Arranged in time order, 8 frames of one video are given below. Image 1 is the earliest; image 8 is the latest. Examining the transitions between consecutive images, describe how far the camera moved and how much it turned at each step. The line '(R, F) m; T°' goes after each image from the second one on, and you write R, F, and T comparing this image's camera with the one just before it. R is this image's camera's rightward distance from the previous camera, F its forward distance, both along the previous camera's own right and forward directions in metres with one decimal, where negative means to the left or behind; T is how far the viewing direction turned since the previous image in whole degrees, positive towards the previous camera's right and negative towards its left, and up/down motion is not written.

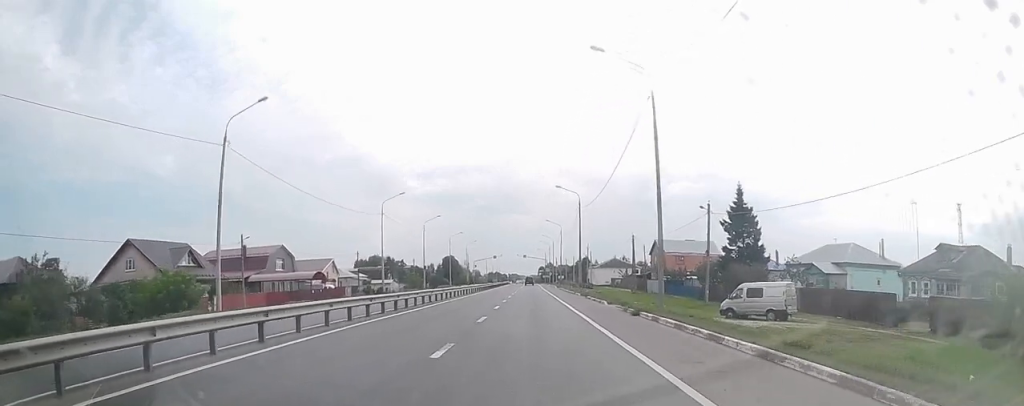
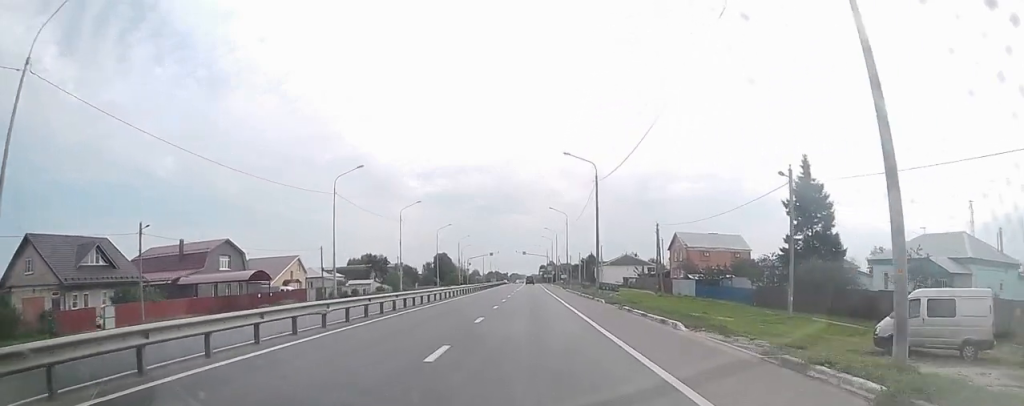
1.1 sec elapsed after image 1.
(0.0, +16.2) m; 0°
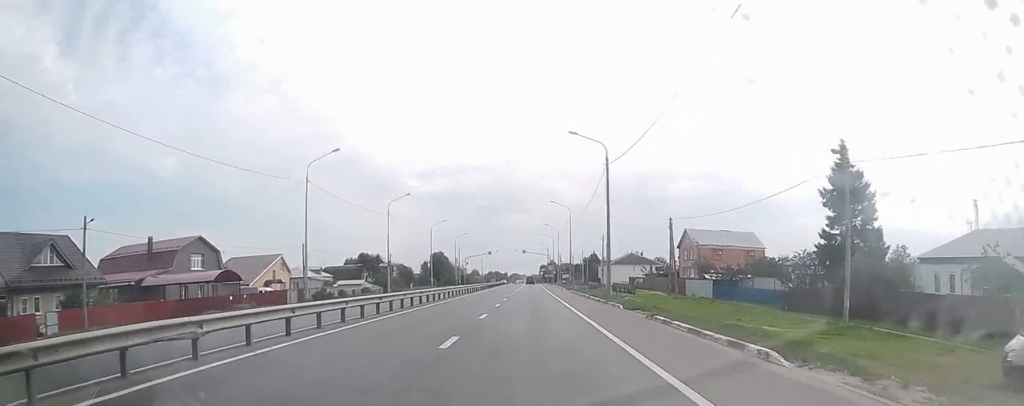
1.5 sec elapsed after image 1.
(0.0, +6.4) m; -1°
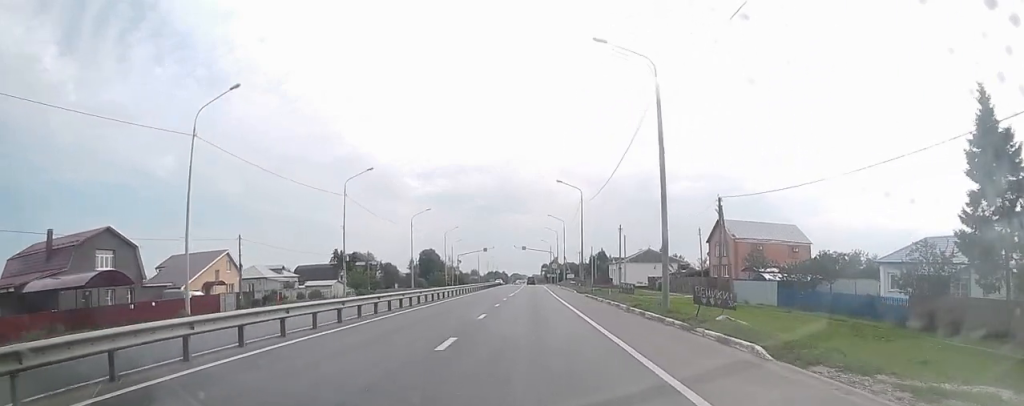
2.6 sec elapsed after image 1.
(-0.2, +16.2) m; -1°
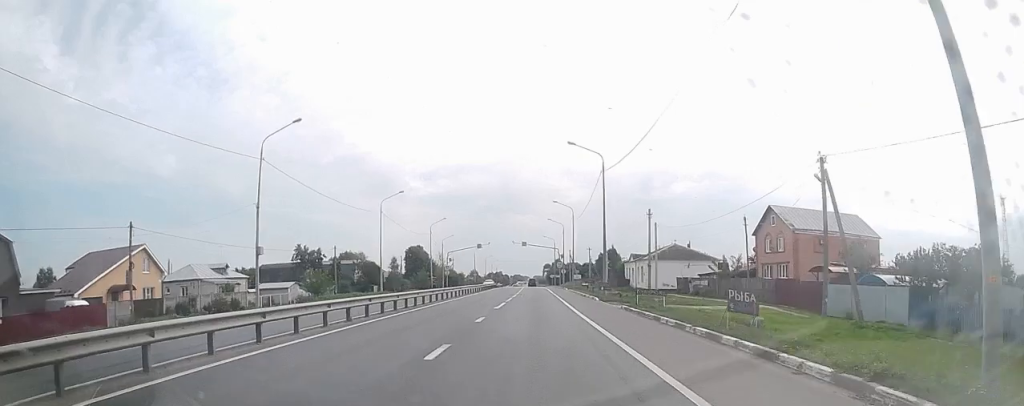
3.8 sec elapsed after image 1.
(+0.1, +17.3) m; +1°
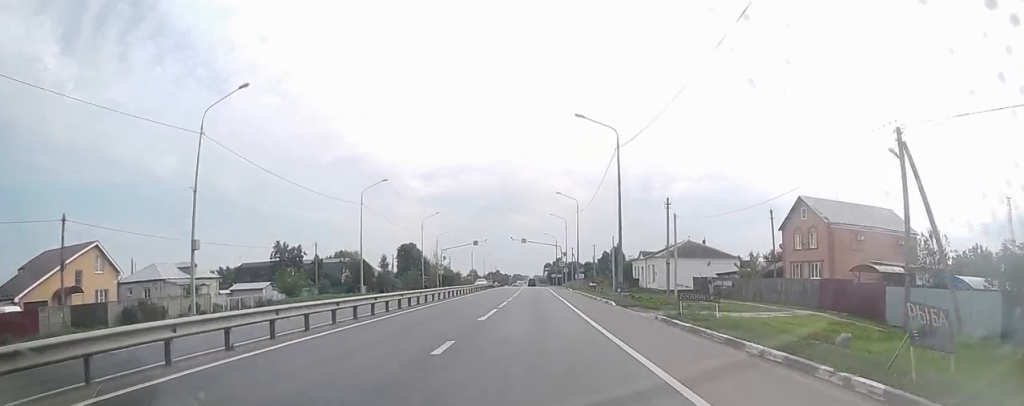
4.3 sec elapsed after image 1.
(+0.1, +7.4) m; +1°
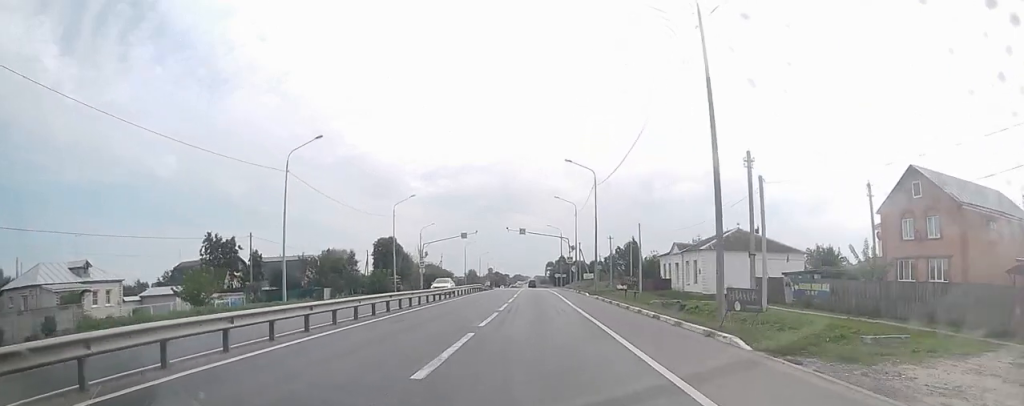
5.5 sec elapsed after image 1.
(0.0, +18.1) m; 0°
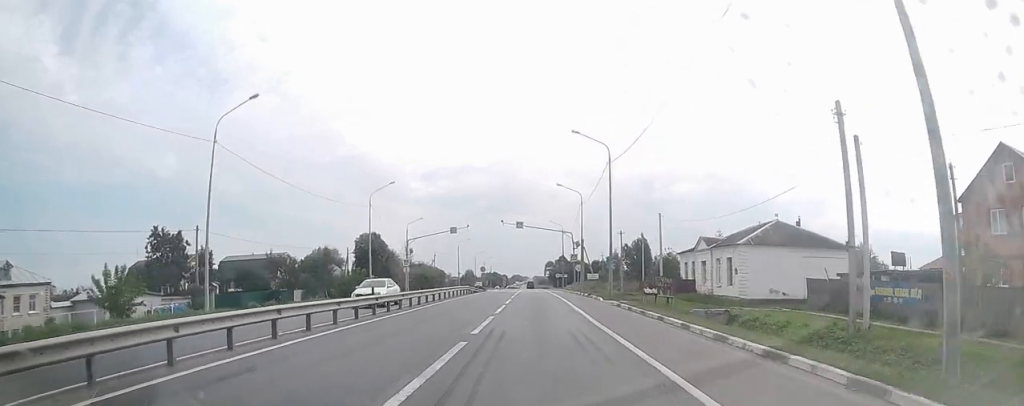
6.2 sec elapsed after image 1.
(0.0, +9.7) m; 0°
